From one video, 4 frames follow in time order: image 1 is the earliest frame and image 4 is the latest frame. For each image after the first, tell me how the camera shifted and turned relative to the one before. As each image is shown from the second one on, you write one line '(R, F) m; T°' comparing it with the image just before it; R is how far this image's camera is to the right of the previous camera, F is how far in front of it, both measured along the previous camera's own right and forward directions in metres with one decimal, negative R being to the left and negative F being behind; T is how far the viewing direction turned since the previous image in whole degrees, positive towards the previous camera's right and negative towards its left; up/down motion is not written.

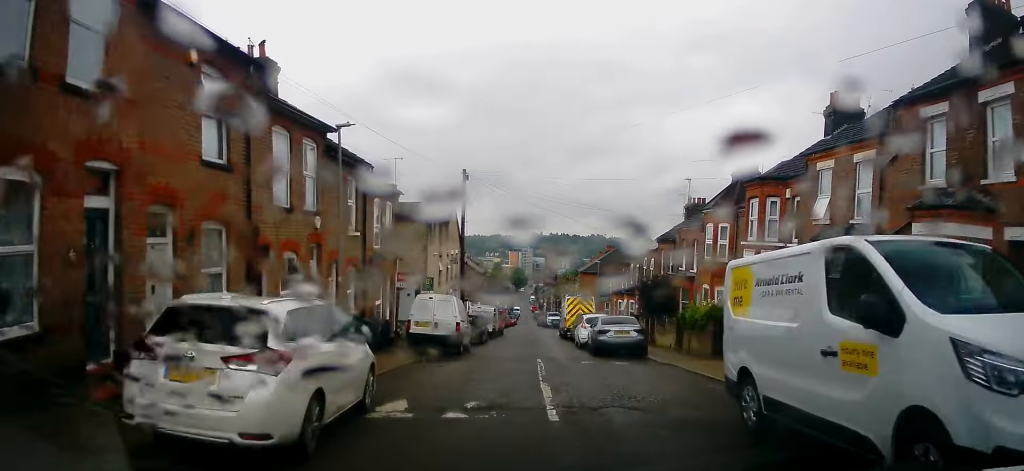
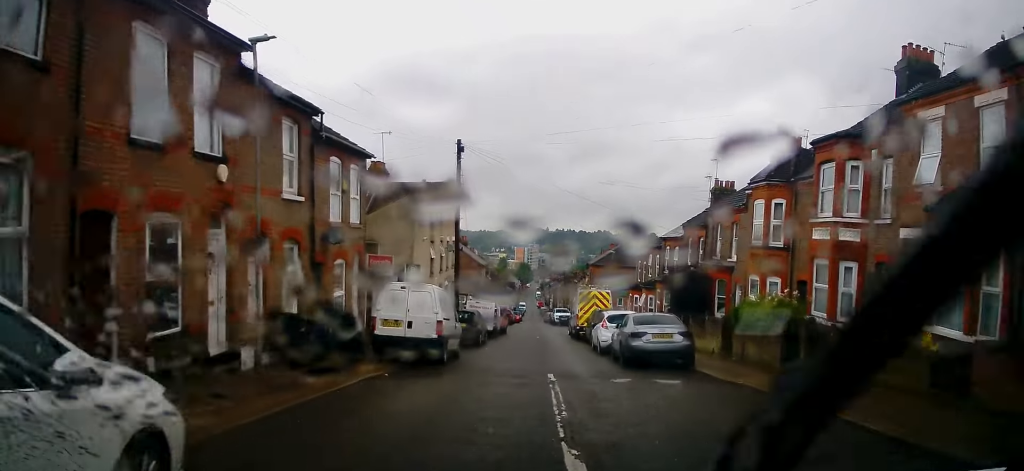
(+0.1, +5.1) m; +1°
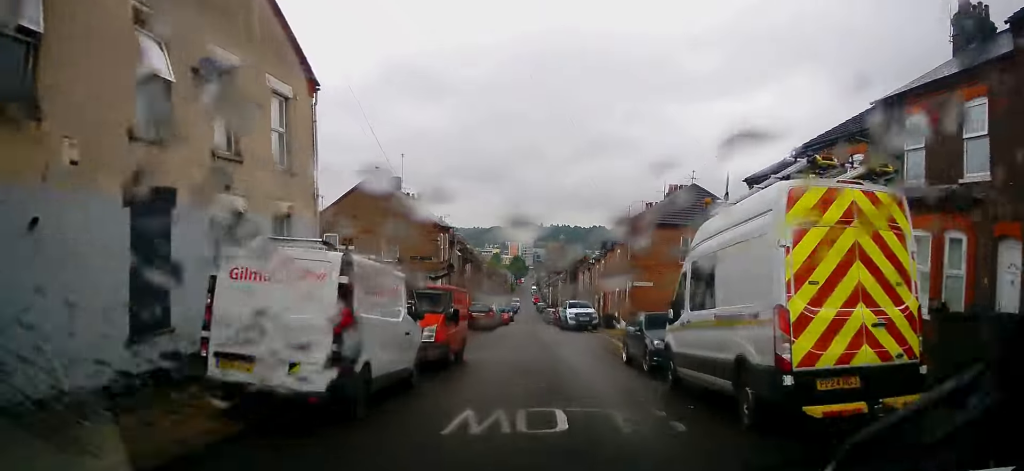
(-0.4, +25.5) m; -1°
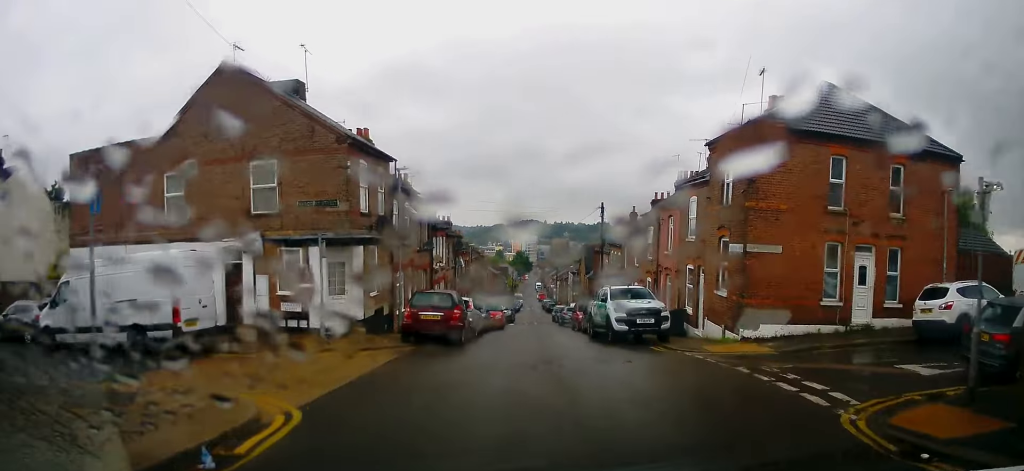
(+0.1, +16.7) m; +1°
